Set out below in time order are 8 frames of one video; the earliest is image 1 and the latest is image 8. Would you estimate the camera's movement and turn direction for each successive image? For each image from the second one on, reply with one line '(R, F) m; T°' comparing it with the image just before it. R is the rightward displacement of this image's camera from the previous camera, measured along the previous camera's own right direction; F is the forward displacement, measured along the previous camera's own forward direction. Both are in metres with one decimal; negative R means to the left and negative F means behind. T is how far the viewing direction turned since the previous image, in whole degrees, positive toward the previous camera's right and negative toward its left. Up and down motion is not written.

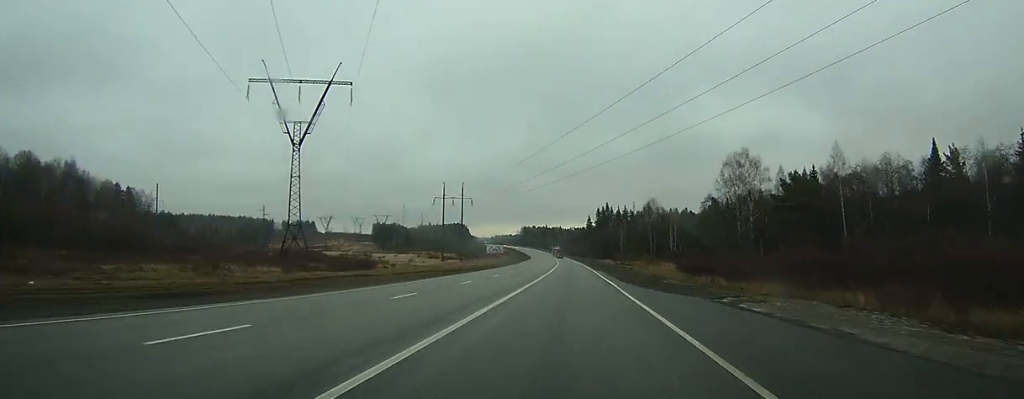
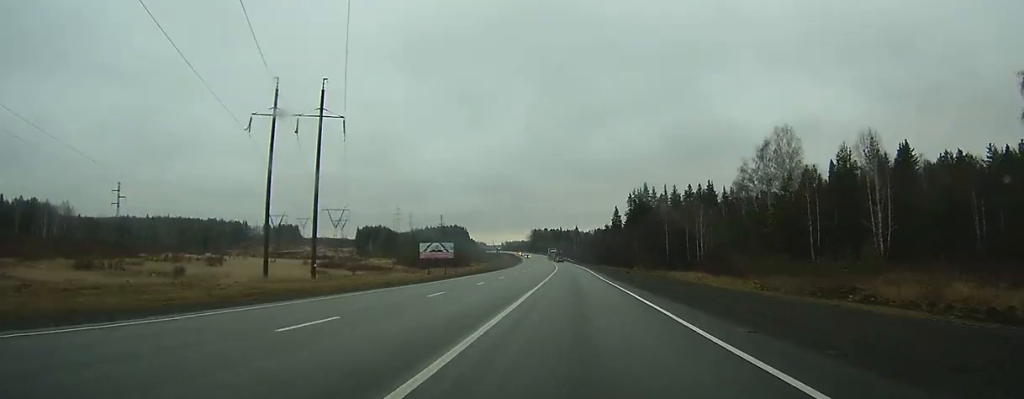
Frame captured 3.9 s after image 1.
(-1.9, +115.1) m; -2°
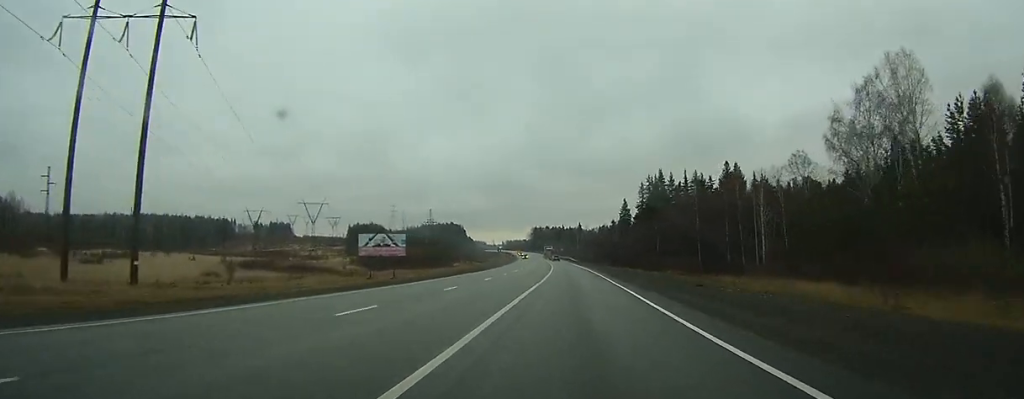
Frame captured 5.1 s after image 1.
(-0.2, +32.9) m; -1°
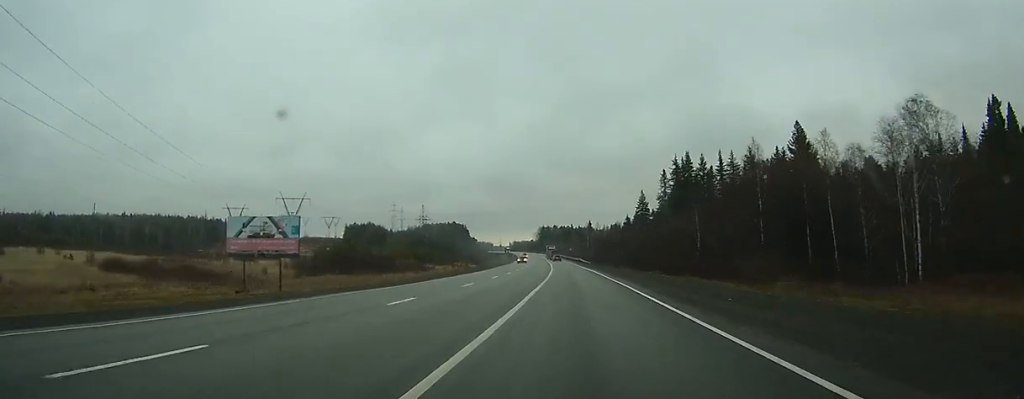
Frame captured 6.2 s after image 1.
(0.0, +32.8) m; -1°
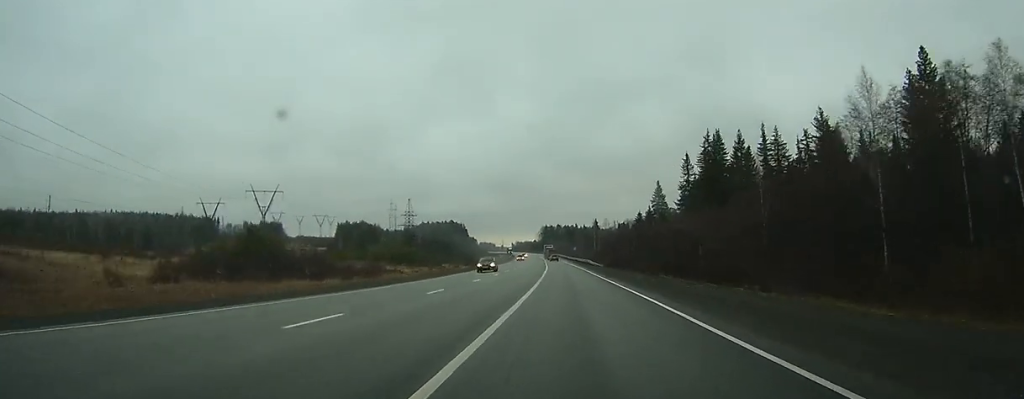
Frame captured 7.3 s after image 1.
(-0.3, +30.5) m; -1°
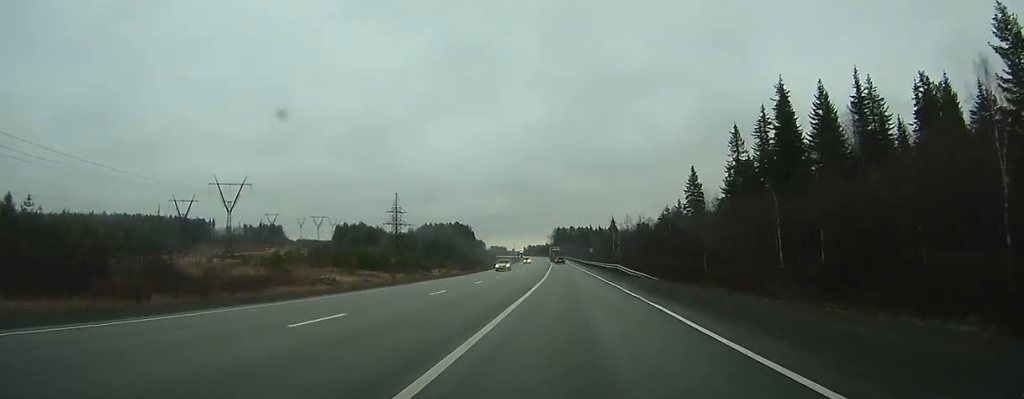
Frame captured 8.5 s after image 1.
(-0.2, +36.0) m; -1°
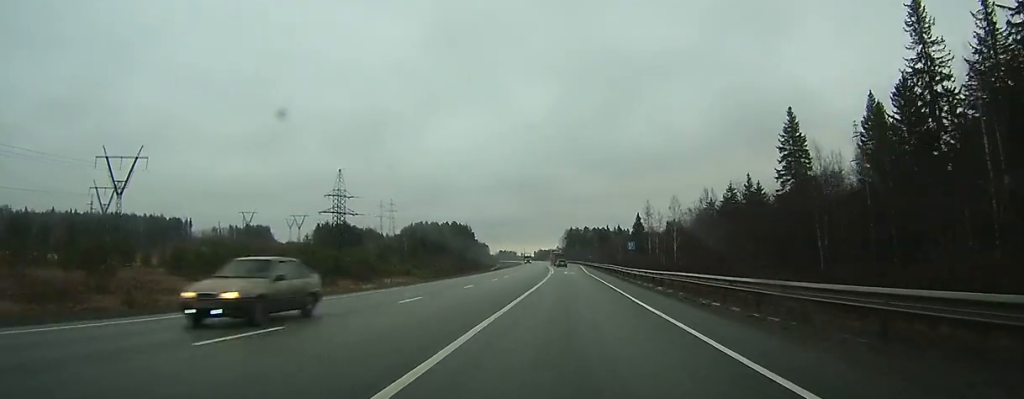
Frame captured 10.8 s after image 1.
(-0.6, +63.3) m; -1°
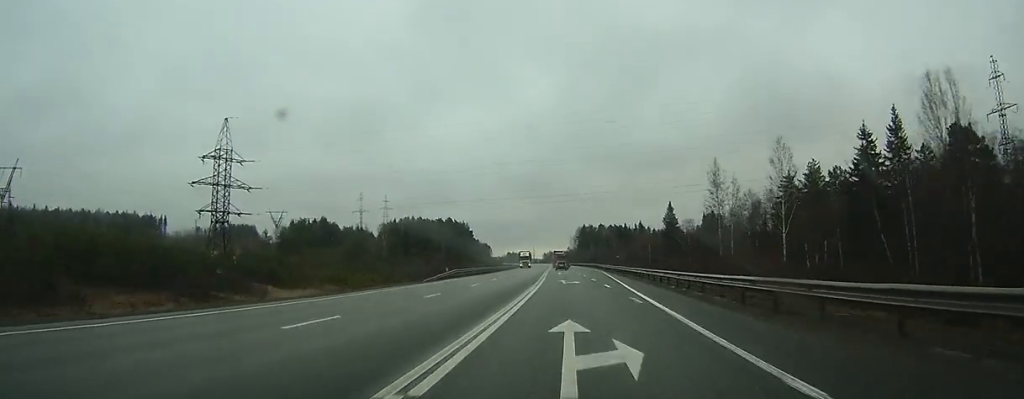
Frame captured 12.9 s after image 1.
(-0.6, +56.7) m; -1°
